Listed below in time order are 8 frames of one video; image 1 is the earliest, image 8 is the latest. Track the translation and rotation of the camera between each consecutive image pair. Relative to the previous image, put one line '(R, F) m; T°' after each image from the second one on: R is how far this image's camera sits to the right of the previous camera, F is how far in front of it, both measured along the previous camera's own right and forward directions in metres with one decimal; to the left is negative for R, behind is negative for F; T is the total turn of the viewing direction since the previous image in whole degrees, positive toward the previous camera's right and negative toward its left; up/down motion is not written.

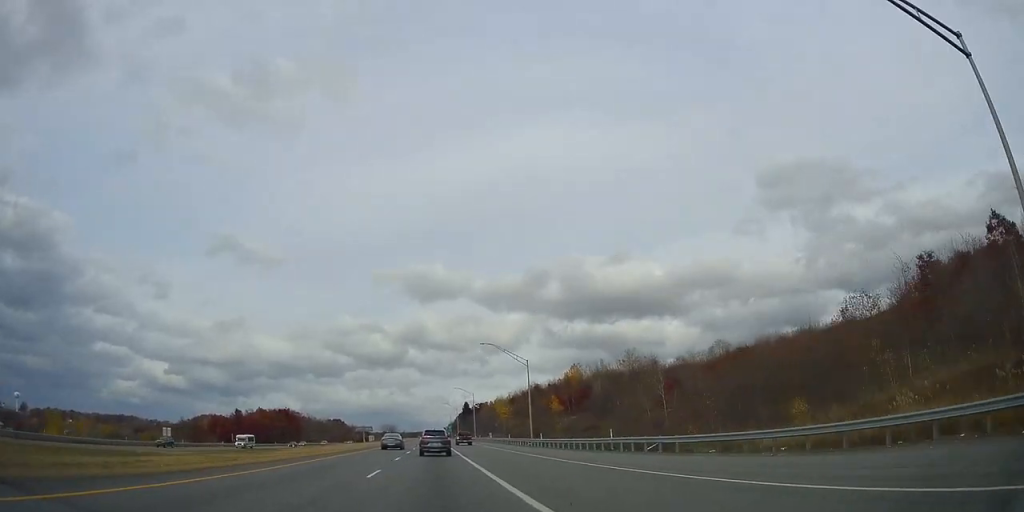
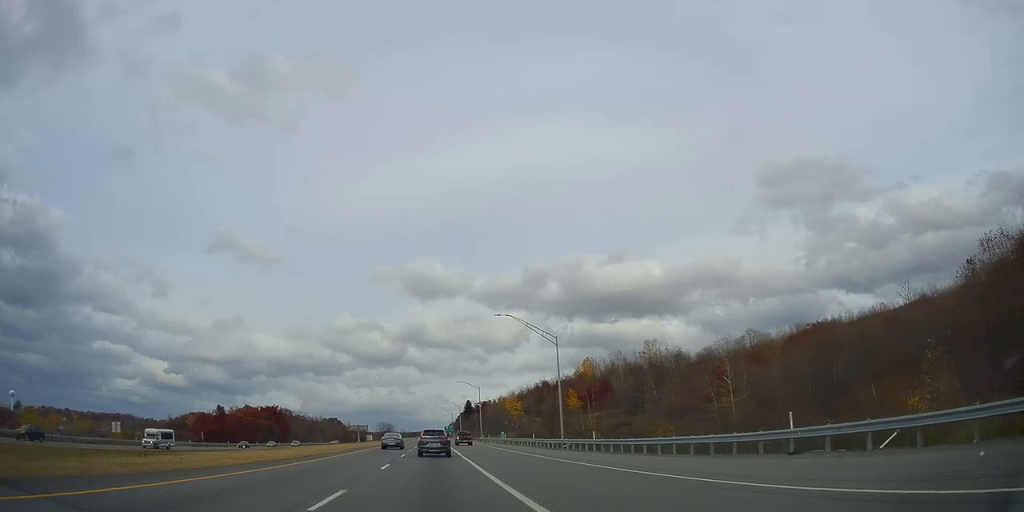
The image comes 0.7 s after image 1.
(+0.5, +19.9) m; 0°
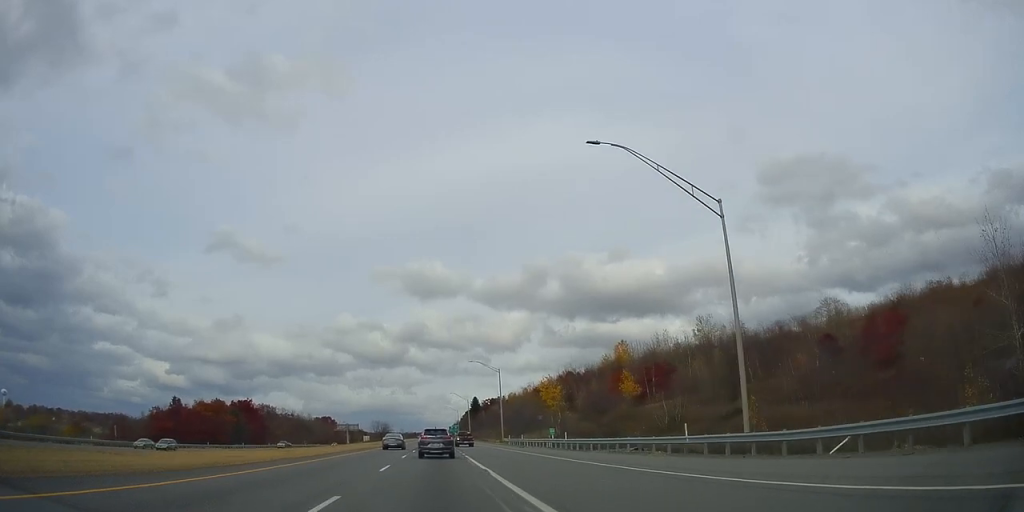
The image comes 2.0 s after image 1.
(-0.4, +38.2) m; -1°
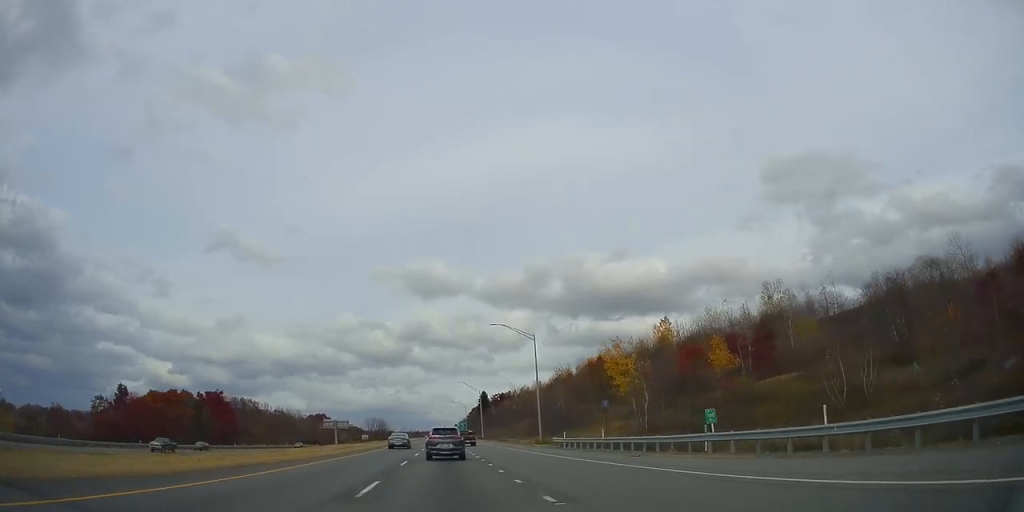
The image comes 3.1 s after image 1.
(-0.2, +32.7) m; 0°
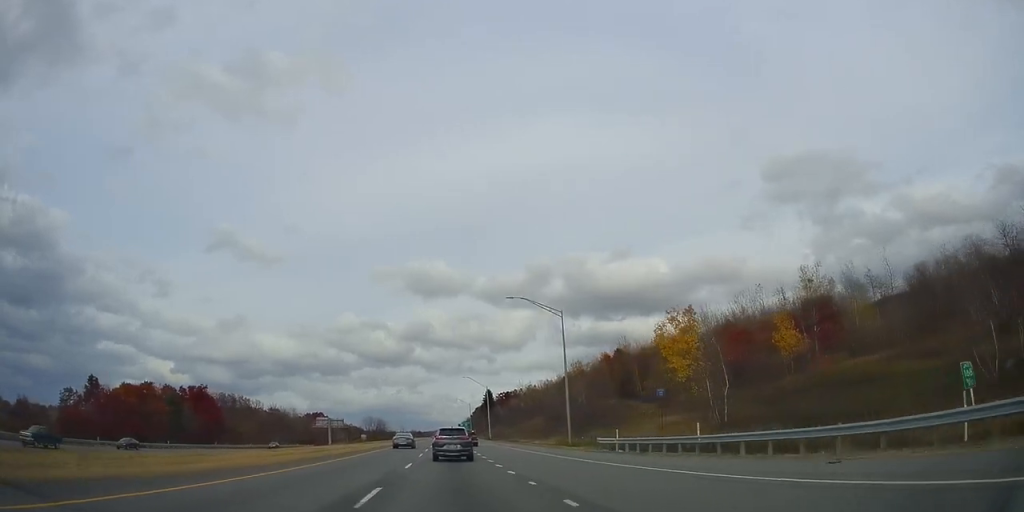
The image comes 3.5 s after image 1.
(0.0, +13.9) m; 0°
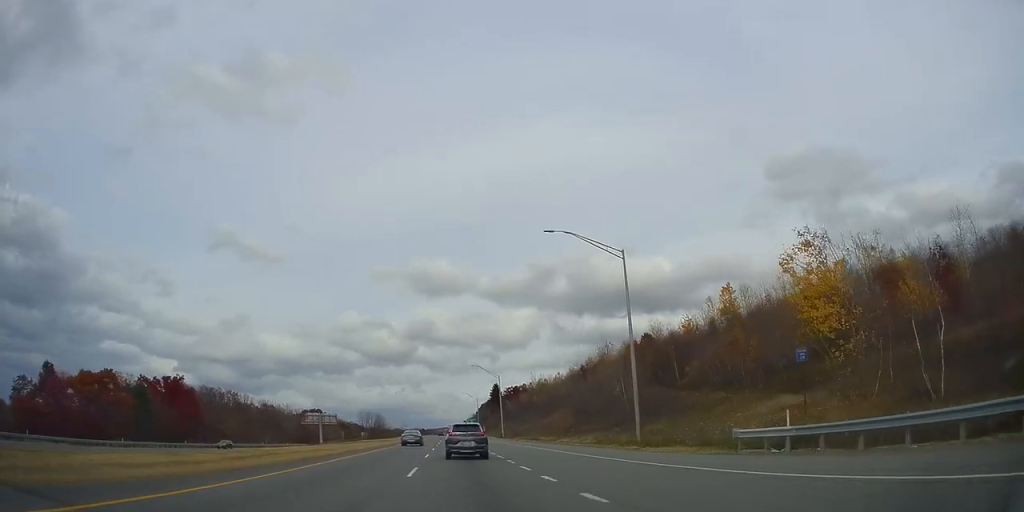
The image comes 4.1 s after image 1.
(0.0, +17.8) m; 0°
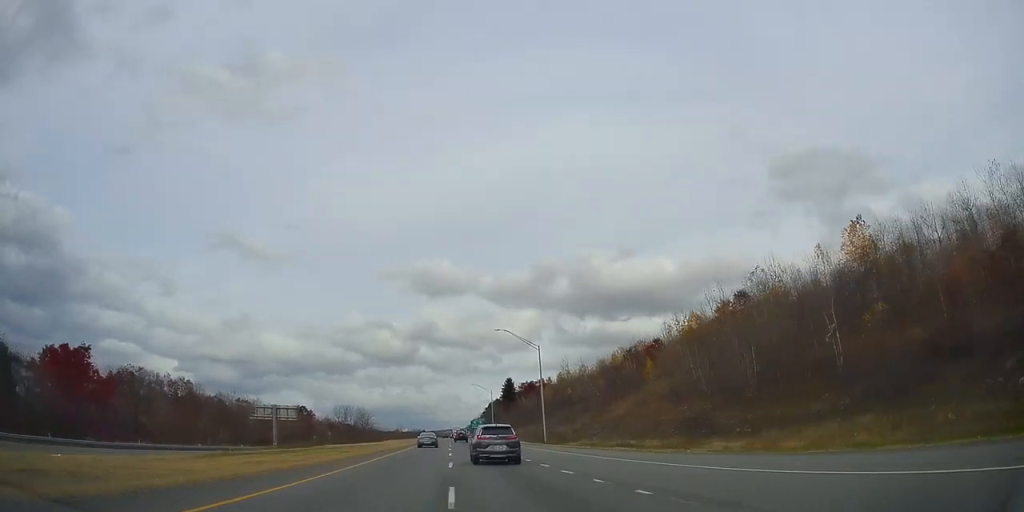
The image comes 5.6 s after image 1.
(0.0, +42.6) m; +1°
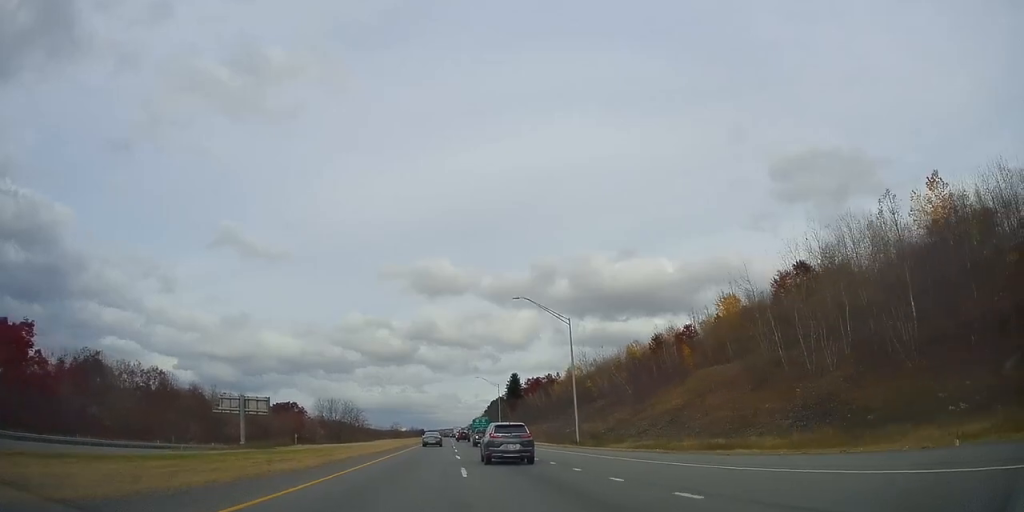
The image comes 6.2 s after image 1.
(+0.1, +17.0) m; 0°
